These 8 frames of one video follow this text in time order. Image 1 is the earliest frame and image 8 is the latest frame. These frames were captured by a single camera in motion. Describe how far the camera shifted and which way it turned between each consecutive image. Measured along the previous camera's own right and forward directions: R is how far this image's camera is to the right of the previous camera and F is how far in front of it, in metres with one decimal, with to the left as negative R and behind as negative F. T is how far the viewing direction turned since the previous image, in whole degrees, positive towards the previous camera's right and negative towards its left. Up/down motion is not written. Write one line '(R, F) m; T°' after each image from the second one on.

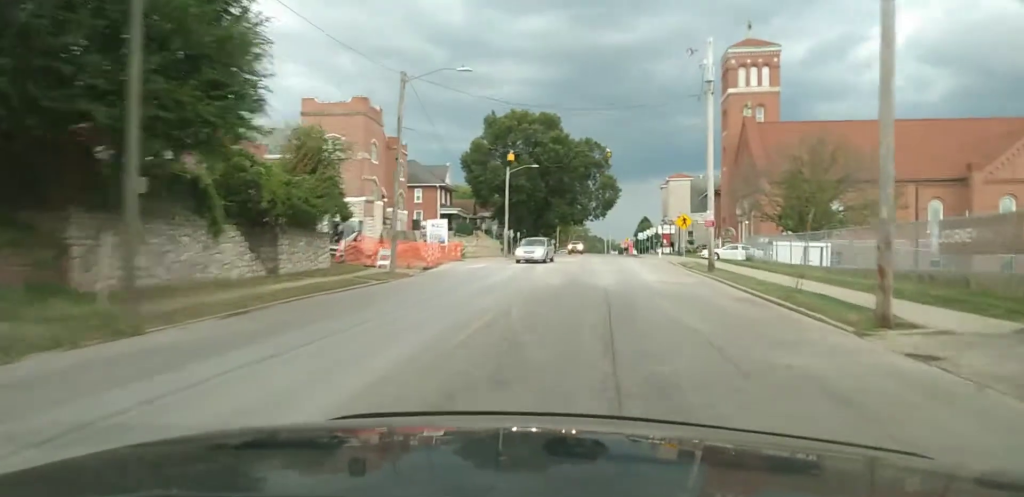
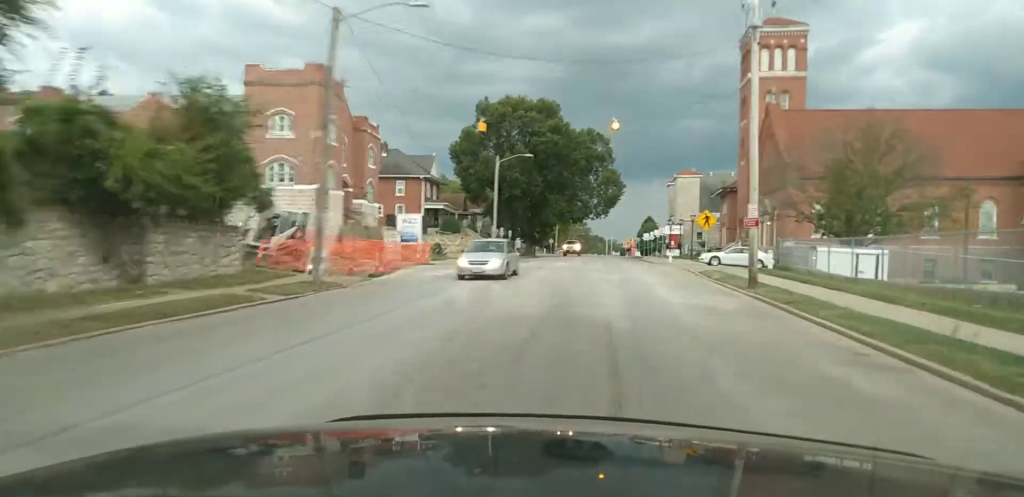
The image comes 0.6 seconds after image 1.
(+0.1, +8.3) m; 0°
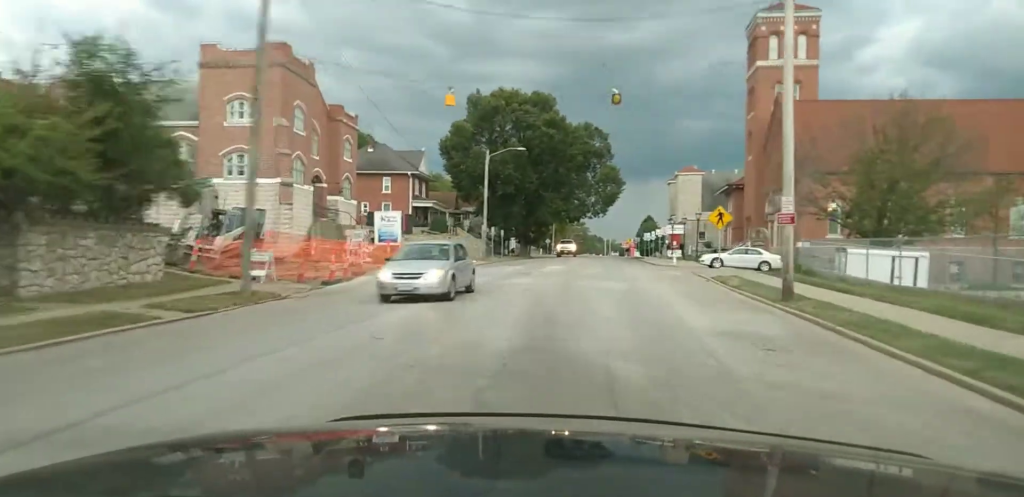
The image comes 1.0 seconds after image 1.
(0.0, +5.9) m; 0°
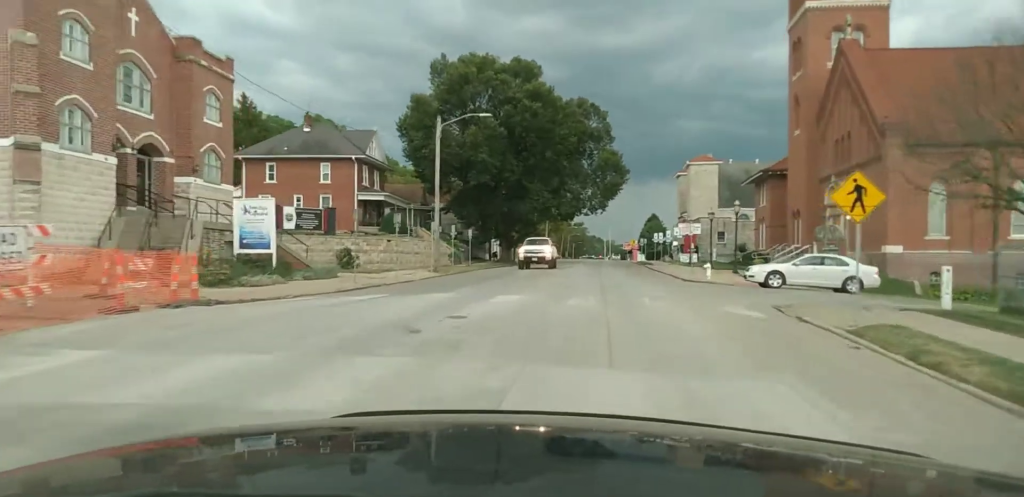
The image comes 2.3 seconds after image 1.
(0.0, +17.6) m; 0°
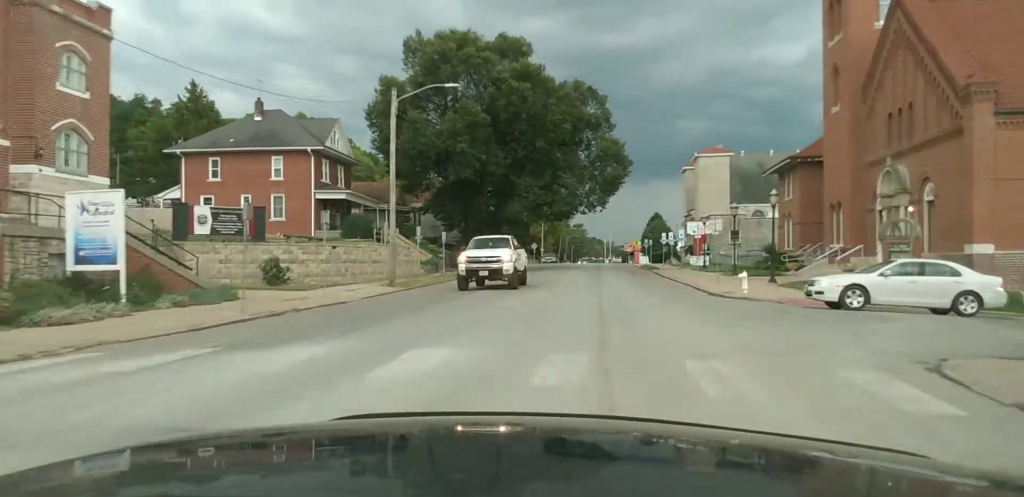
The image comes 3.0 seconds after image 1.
(0.0, +9.0) m; 0°
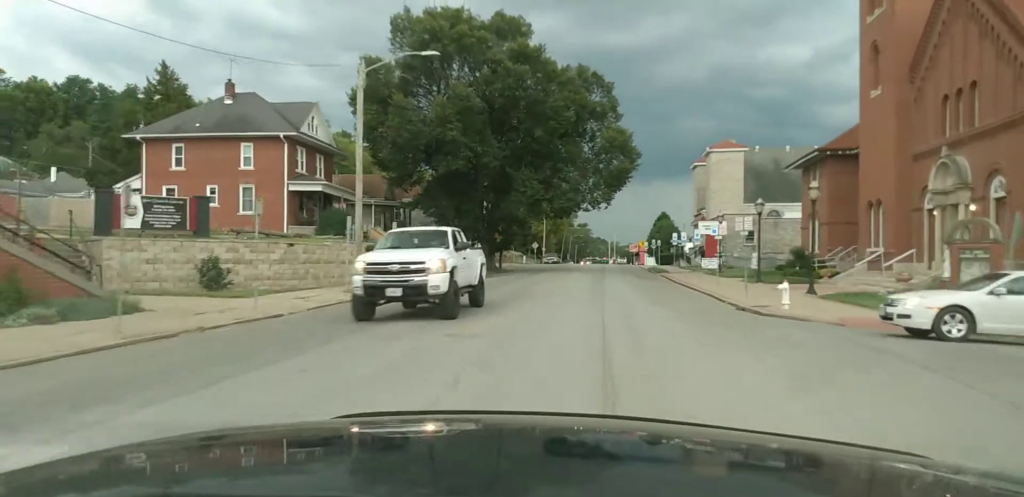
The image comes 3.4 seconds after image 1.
(-0.1, +5.5) m; 0°
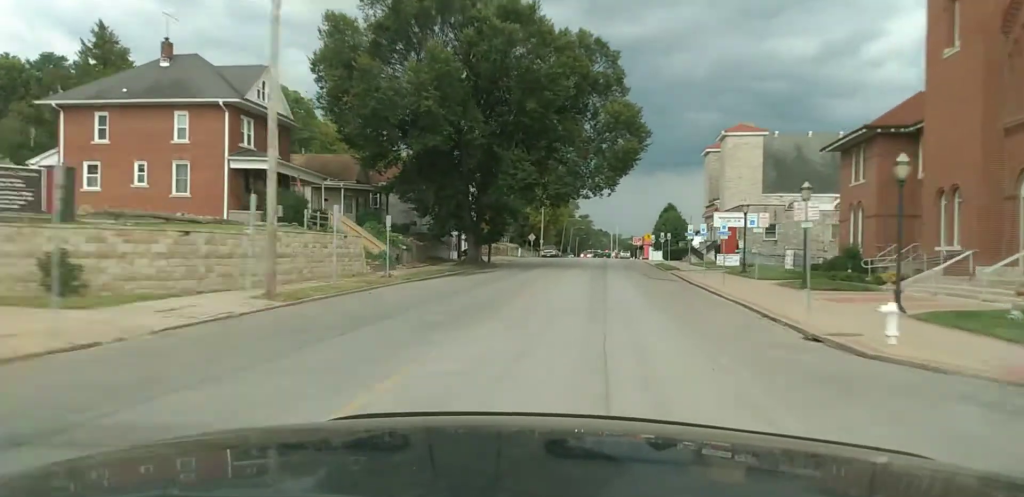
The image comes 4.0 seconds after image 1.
(-0.1, +8.3) m; 0°
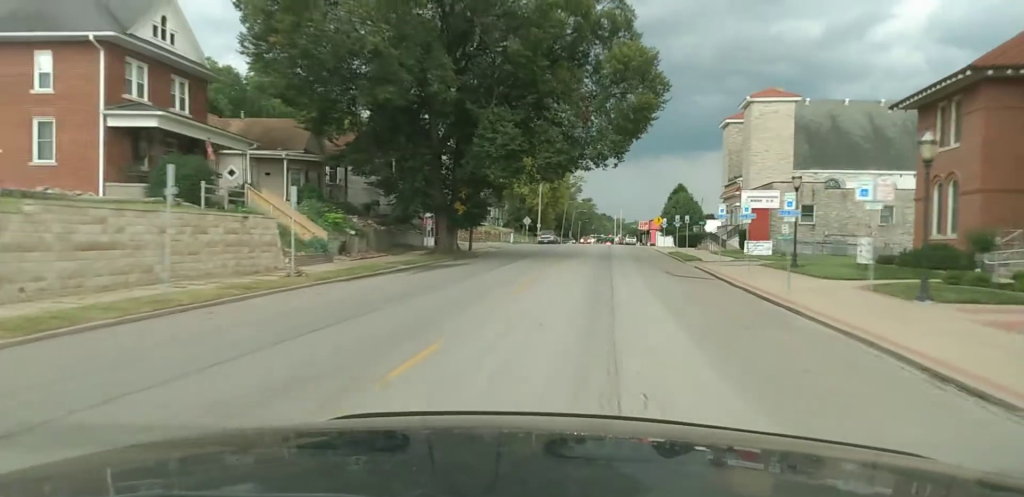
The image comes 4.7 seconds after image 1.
(+0.3, +9.7) m; 0°
